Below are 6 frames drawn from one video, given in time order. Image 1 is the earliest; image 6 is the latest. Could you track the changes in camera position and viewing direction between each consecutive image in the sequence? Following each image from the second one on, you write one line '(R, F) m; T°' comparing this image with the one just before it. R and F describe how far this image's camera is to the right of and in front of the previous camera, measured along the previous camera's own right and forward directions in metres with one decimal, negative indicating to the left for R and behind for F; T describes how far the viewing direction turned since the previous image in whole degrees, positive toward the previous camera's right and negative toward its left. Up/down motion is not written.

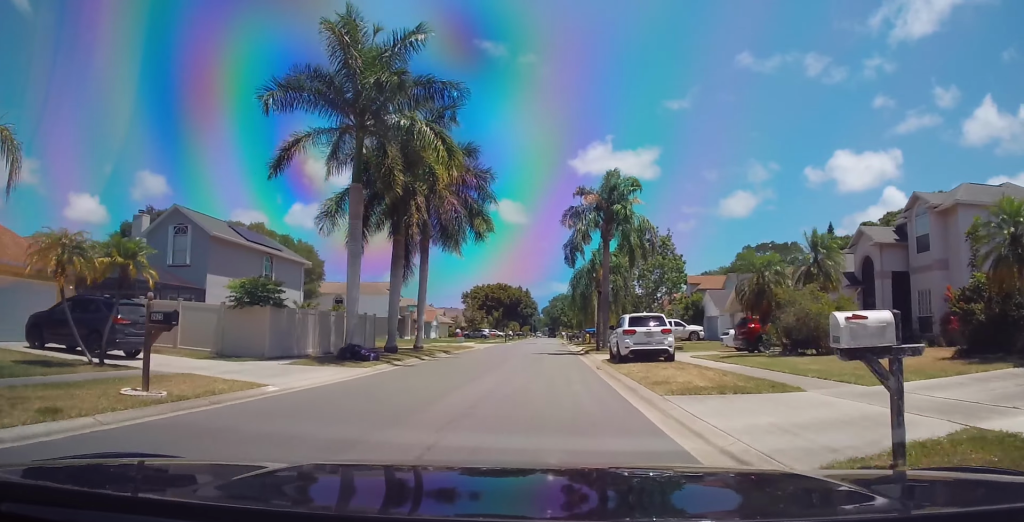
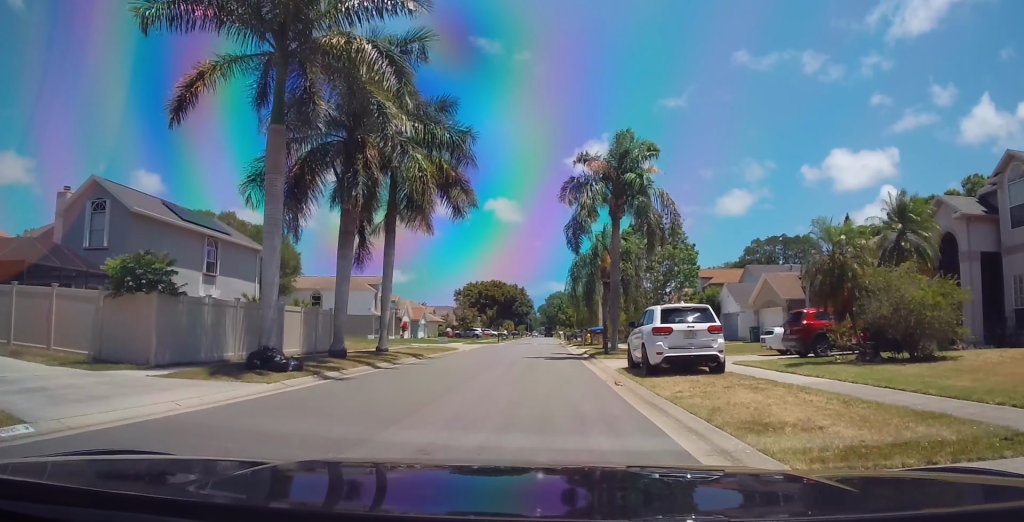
(0.0, +6.5) m; 0°
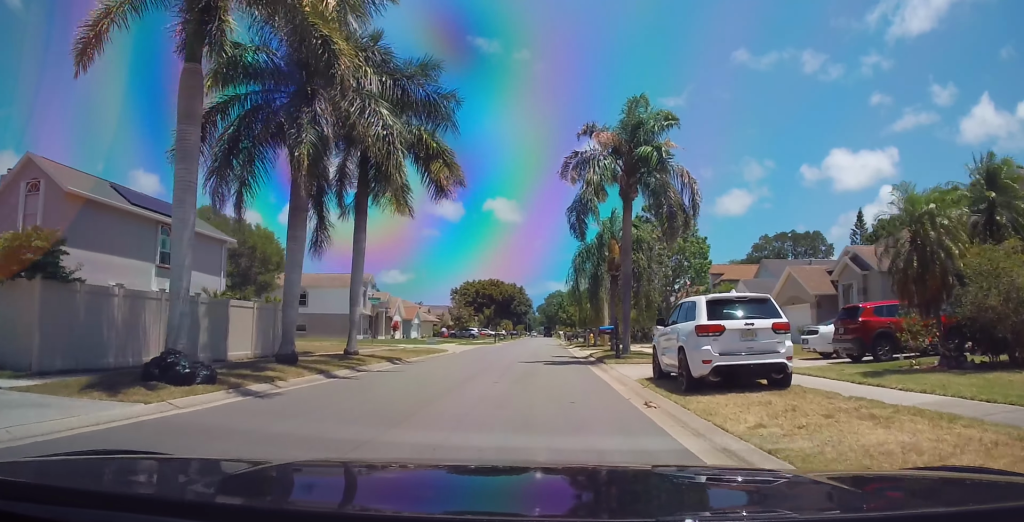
(0.0, +4.2) m; 0°
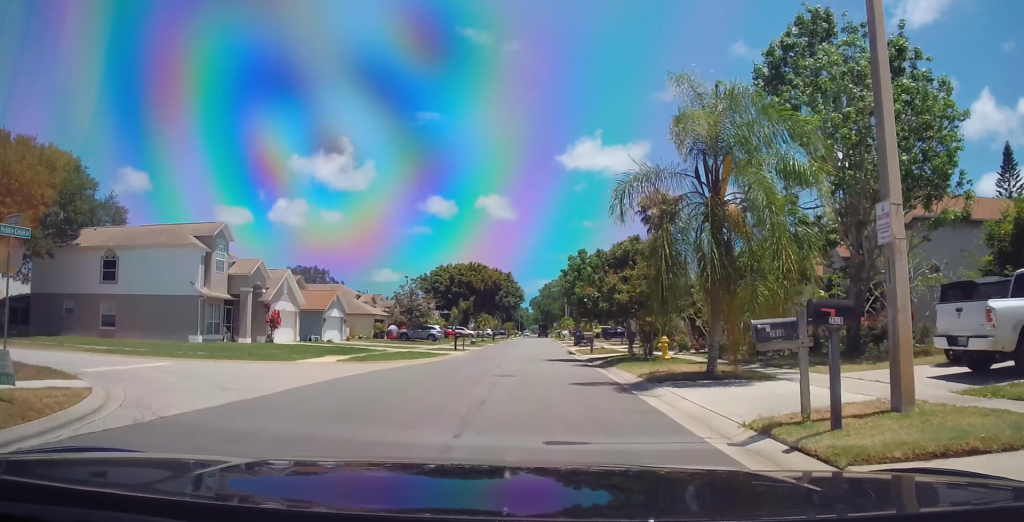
(+0.8, +33.4) m; -4°
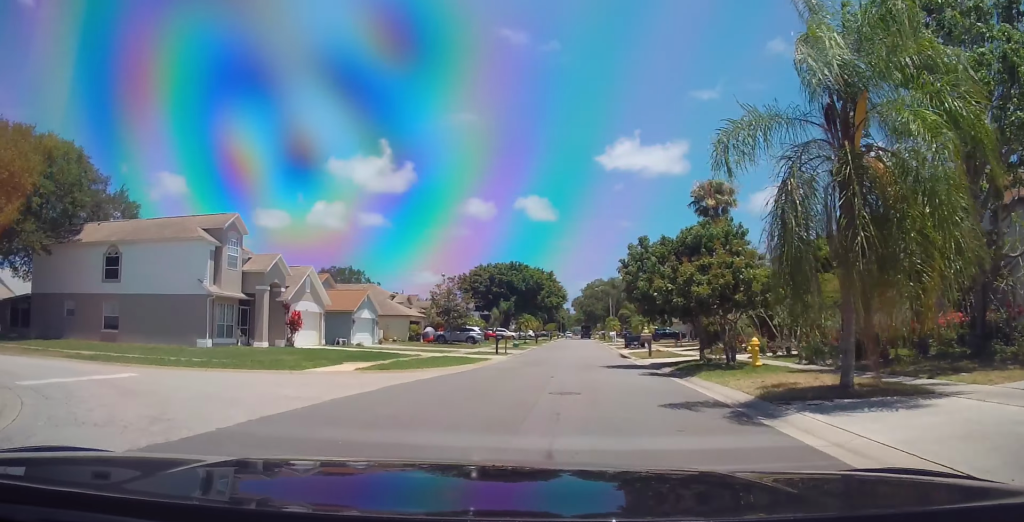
(-0.3, +4.5) m; -6°
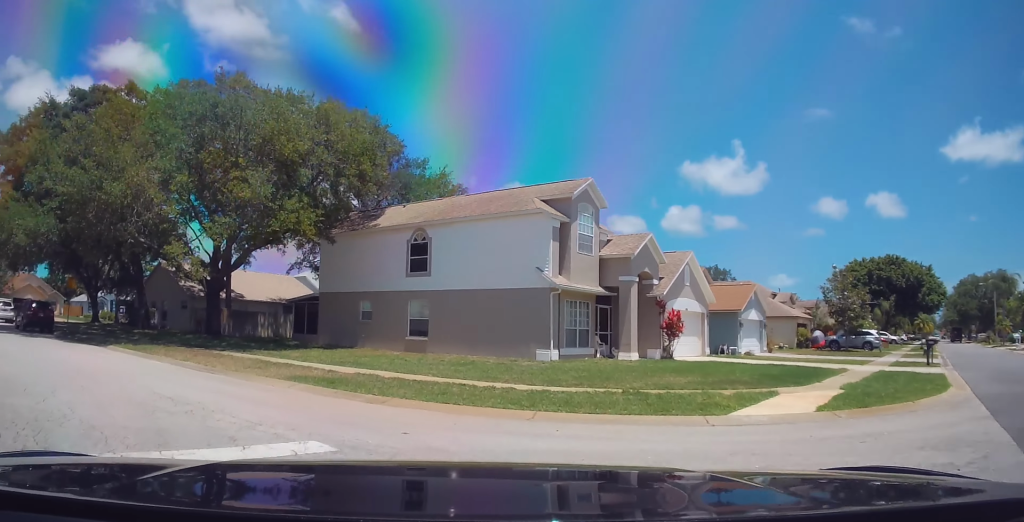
(-1.9, +10.6) m; -29°
